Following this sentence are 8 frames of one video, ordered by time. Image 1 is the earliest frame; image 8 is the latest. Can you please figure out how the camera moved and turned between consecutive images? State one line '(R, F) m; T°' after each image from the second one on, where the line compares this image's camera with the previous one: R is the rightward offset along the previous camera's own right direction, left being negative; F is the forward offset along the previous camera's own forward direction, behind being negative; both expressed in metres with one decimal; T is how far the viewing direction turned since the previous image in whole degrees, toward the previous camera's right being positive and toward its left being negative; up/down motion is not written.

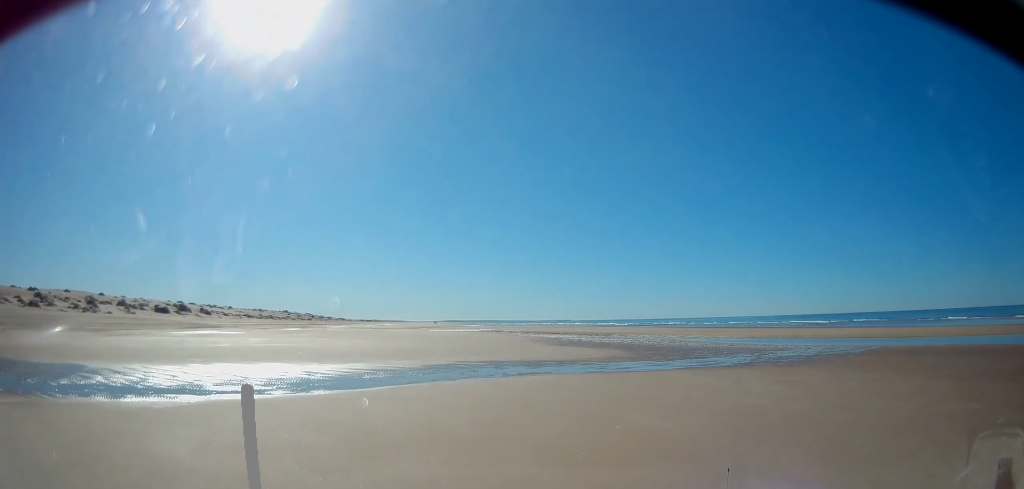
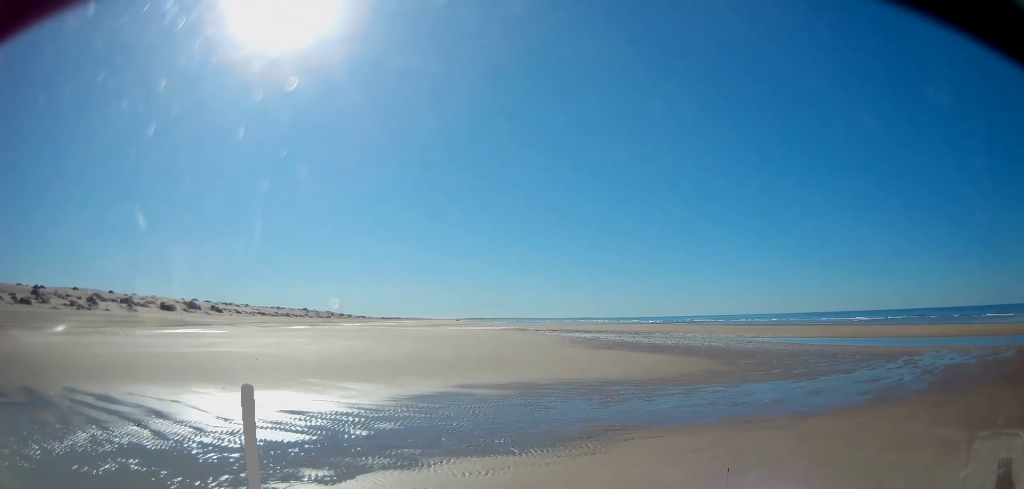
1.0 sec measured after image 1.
(-0.7, +12.8) m; 0°
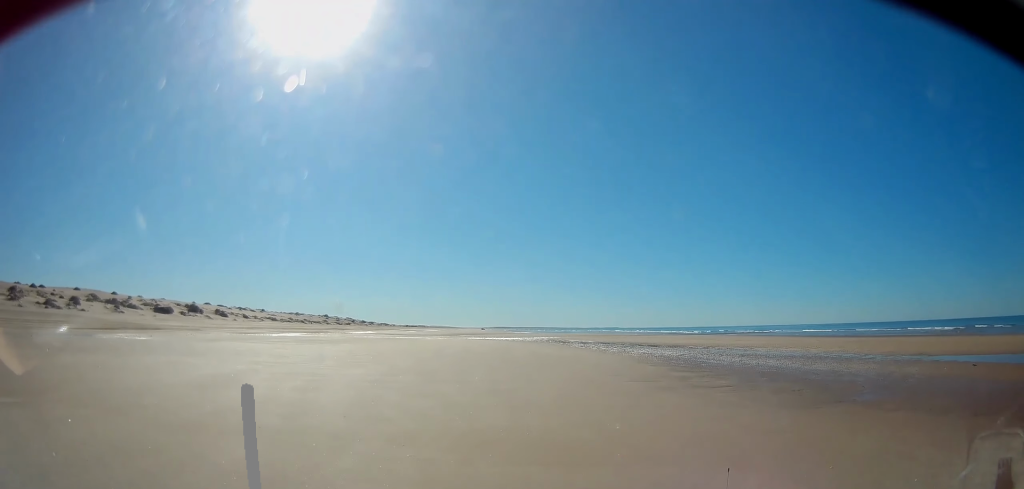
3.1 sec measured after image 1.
(-0.1, +25.4) m; -3°
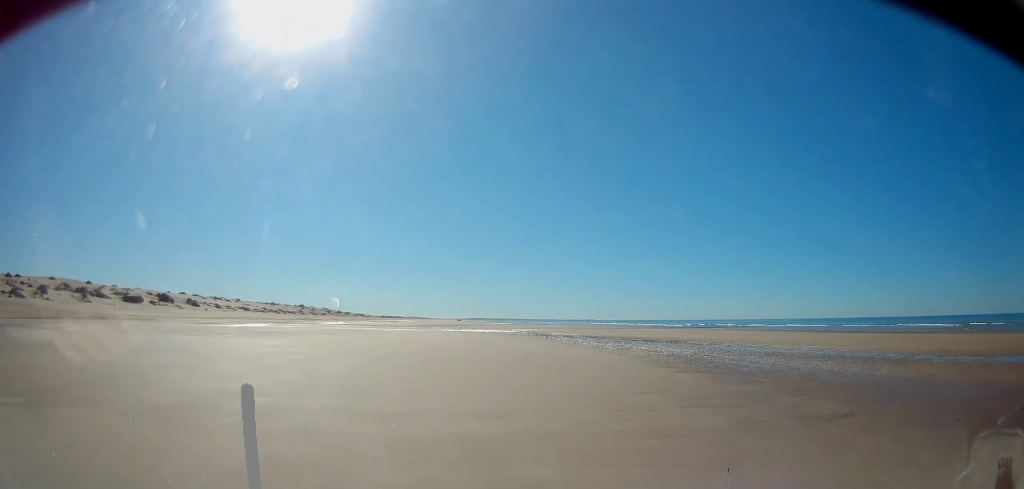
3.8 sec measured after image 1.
(0.0, +8.7) m; 0°
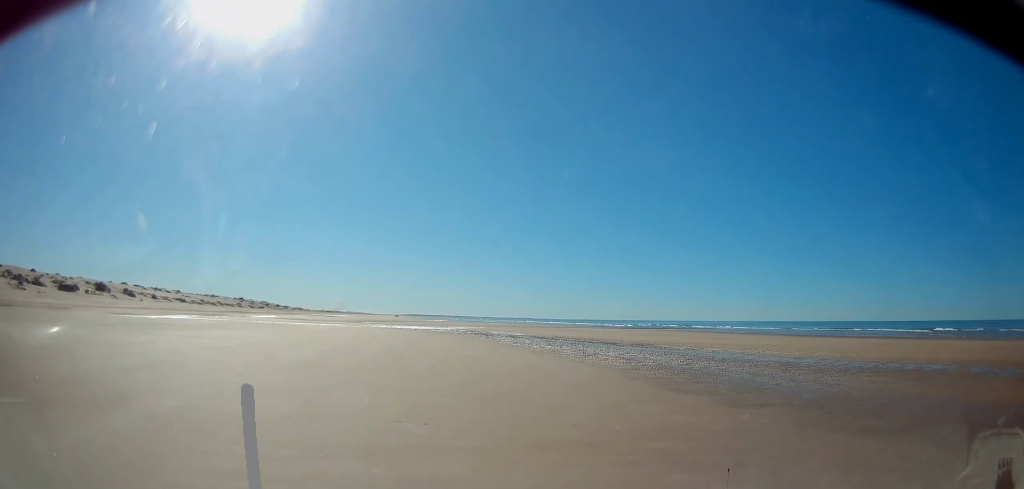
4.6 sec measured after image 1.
(0.0, +10.3) m; 0°
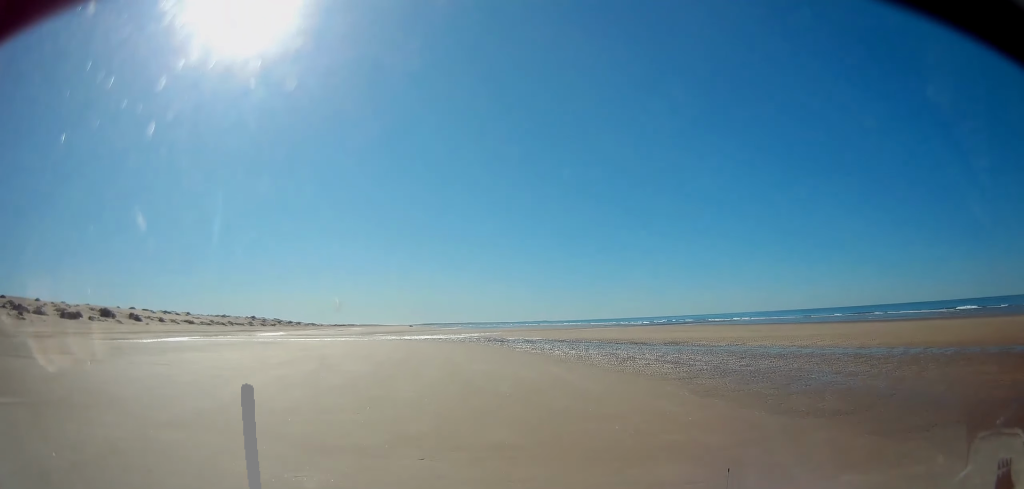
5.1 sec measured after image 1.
(0.0, +5.8) m; 0°
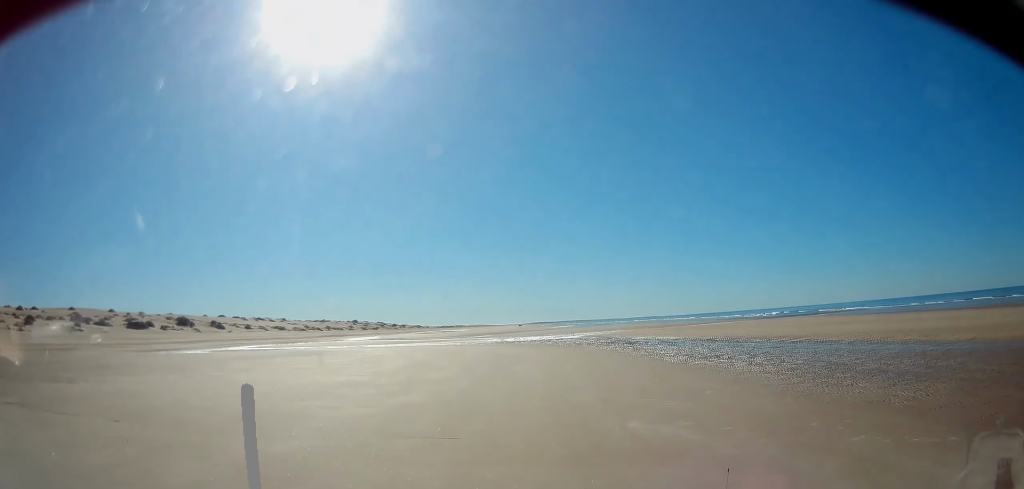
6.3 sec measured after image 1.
(-0.5, +14.6) m; -7°
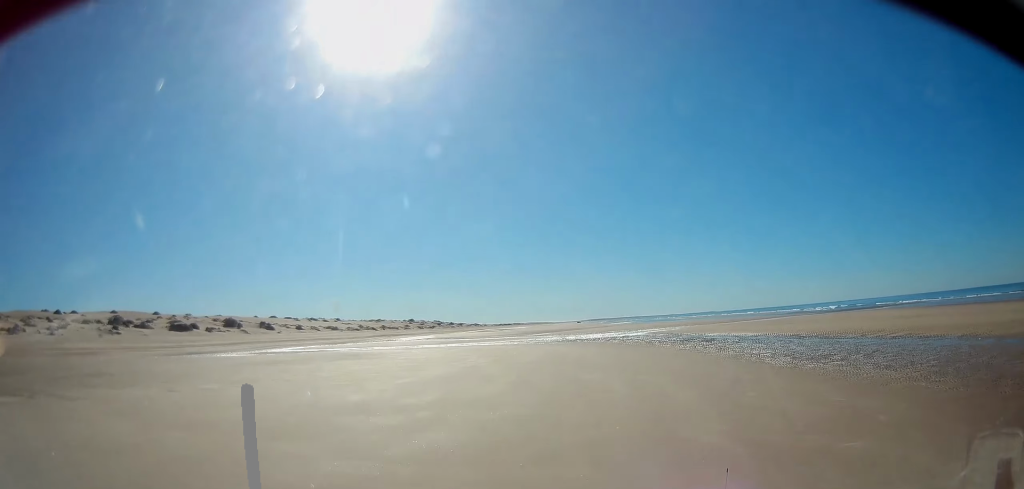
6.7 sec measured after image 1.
(-0.2, +5.2) m; -4°
